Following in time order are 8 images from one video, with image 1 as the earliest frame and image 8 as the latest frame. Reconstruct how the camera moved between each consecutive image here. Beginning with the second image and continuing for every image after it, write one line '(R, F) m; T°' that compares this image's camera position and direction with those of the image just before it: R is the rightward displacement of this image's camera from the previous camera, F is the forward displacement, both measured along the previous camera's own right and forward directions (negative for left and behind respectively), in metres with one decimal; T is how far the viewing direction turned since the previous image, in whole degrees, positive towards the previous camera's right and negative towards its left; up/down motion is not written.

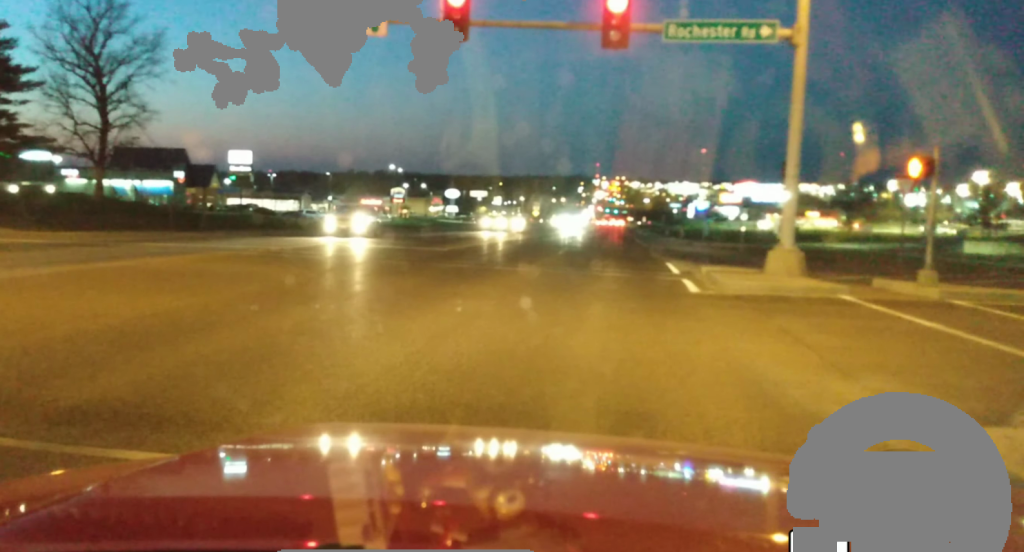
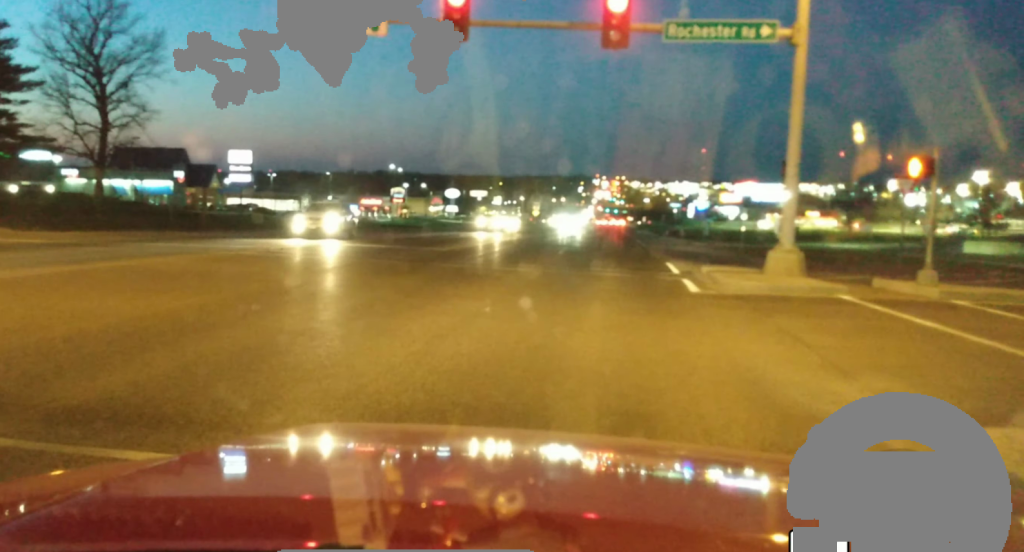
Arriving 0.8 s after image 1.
(0.0, 0.0) m; 0°
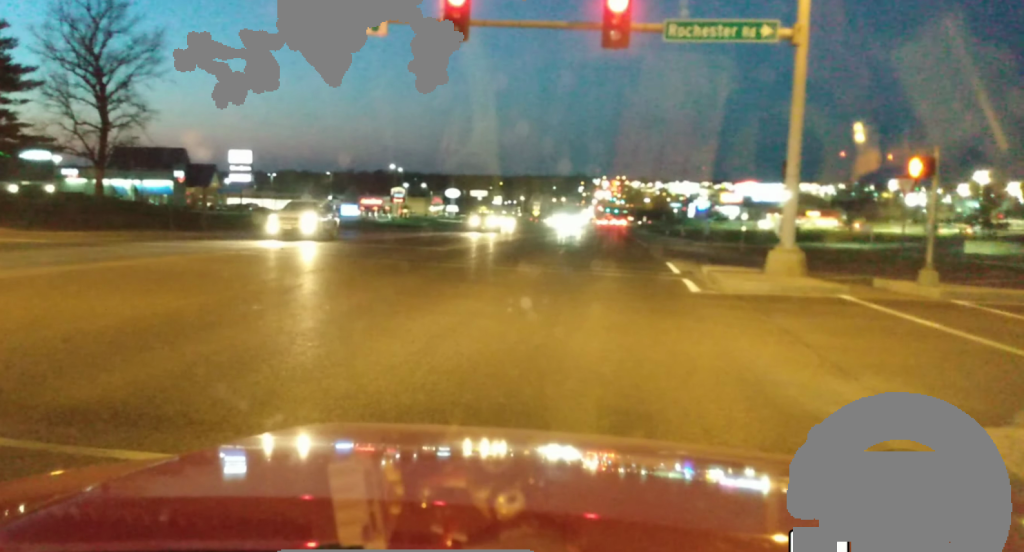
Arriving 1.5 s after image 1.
(0.0, 0.0) m; 0°
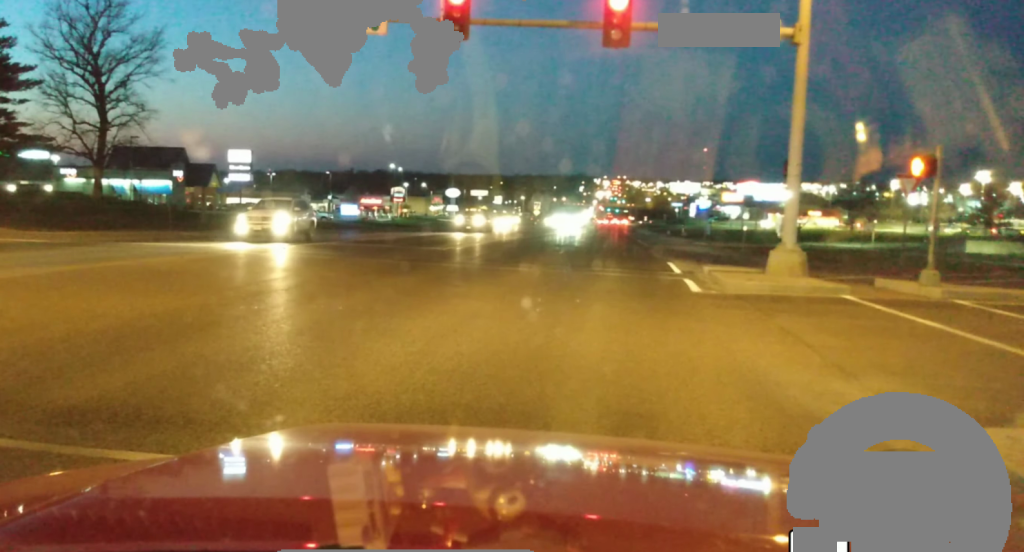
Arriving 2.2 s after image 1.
(0.0, 0.0) m; 0°
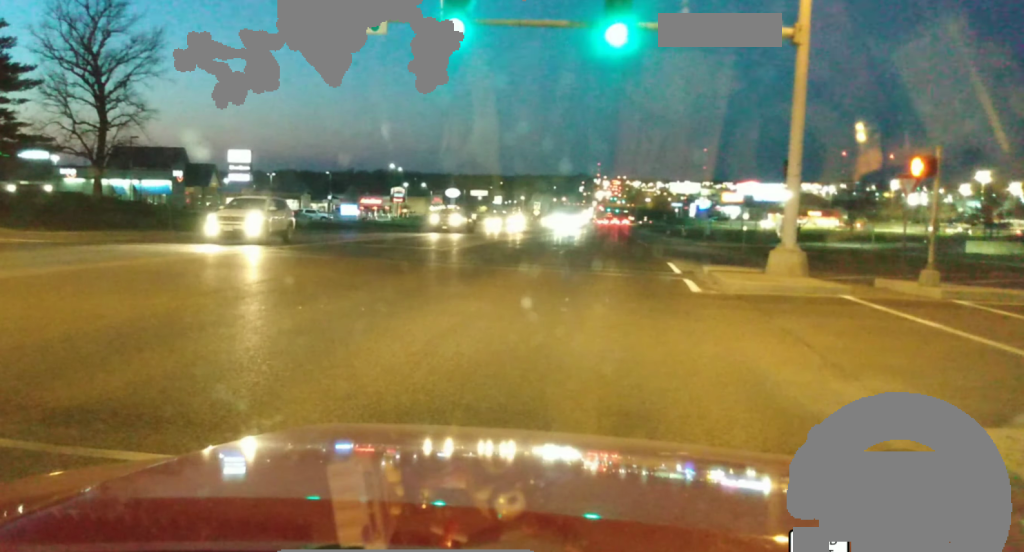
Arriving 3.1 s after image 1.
(0.0, 0.0) m; 0°
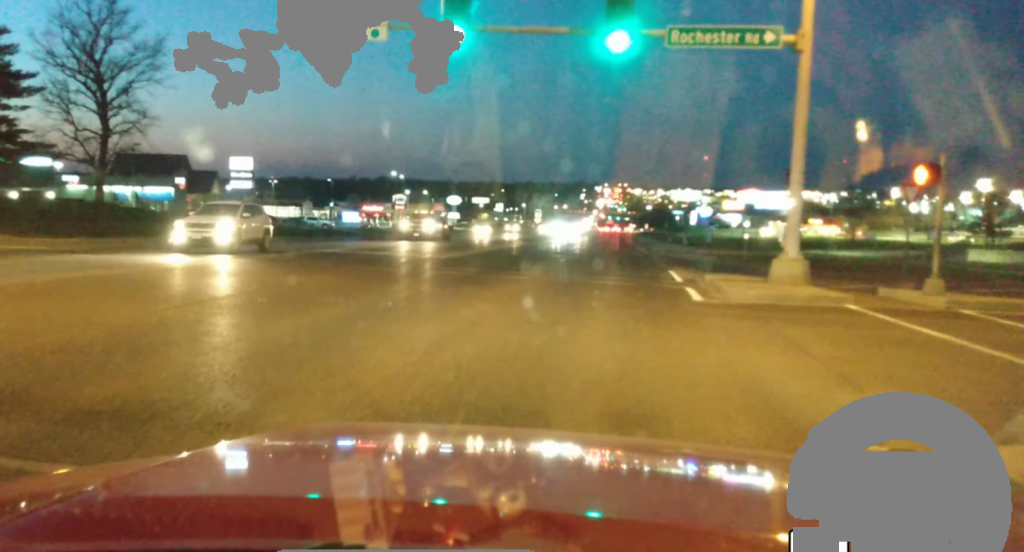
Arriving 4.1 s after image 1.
(-0.1, -0.2) m; 0°
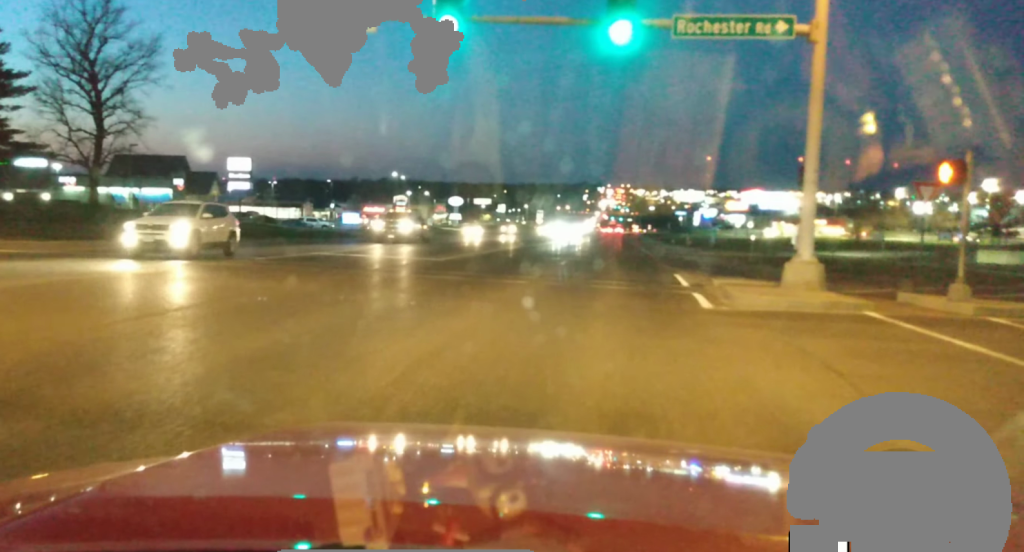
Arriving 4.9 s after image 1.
(-0.2, +1.8) m; -7°
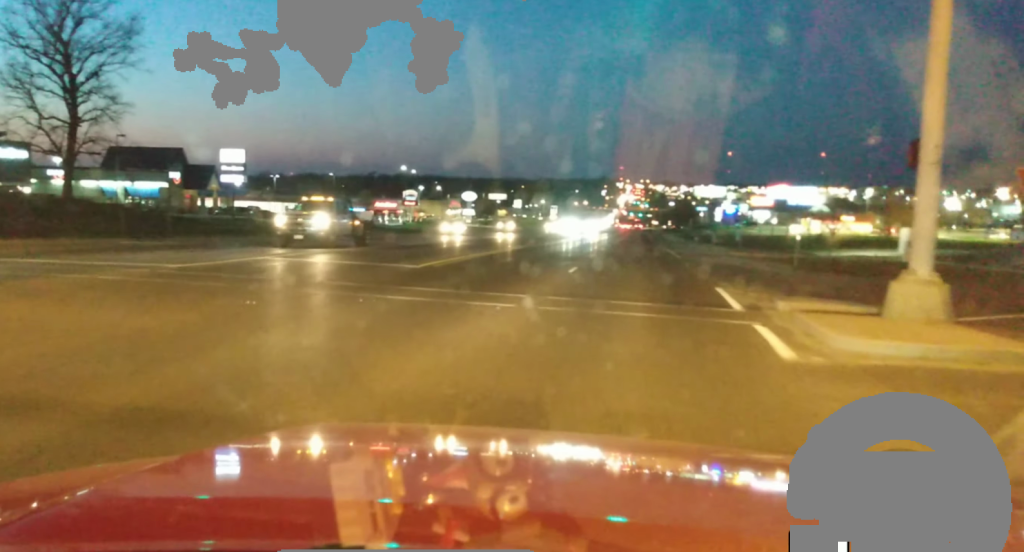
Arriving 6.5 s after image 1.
(-0.4, +6.7) m; -2°
